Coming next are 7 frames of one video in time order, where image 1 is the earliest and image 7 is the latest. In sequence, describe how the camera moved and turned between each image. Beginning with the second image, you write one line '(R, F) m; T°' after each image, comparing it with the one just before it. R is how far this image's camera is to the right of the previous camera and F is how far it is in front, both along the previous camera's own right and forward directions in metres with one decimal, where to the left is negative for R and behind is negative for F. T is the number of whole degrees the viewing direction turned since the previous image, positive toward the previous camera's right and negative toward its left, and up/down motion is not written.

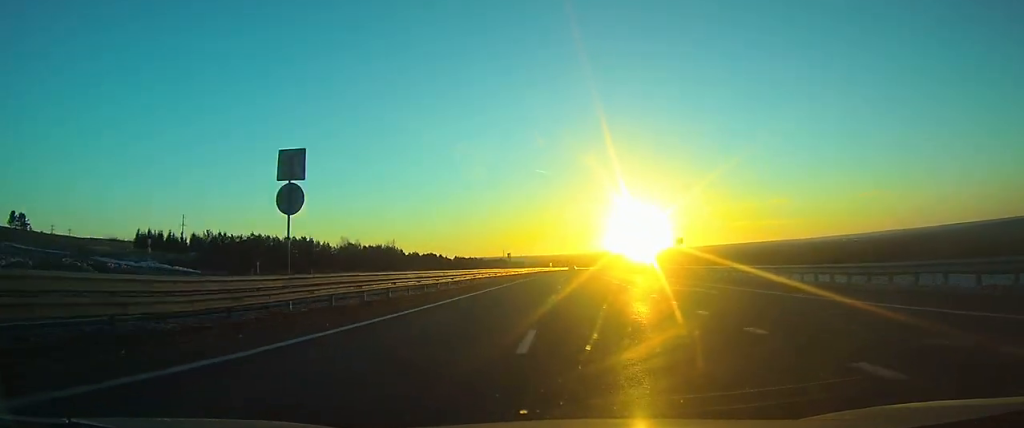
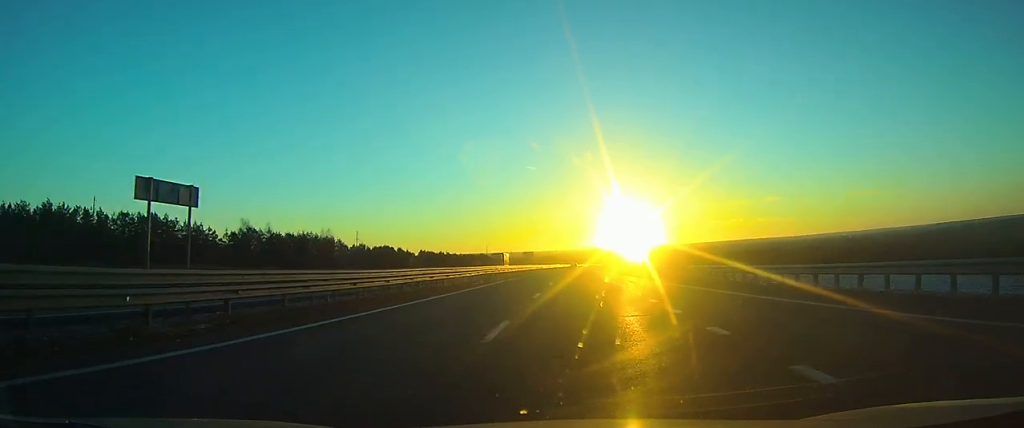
(+0.2, +63.9) m; +1°
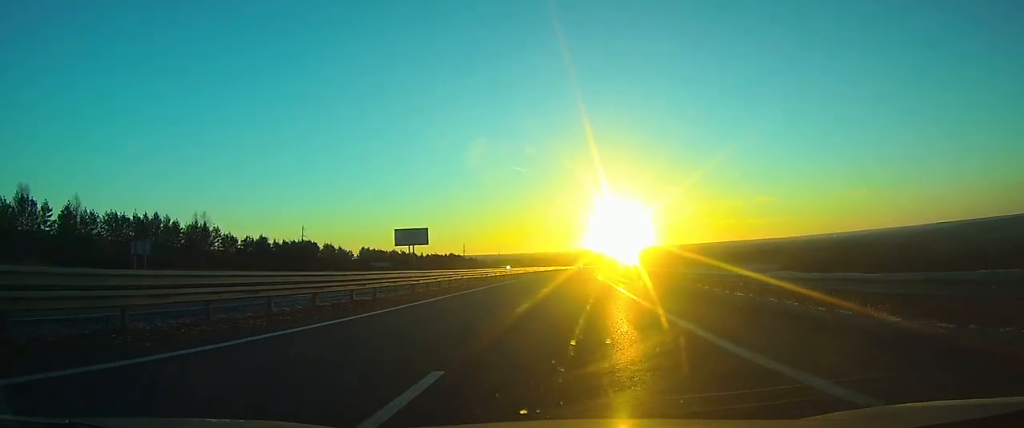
(+0.5, +67.5) m; +1°
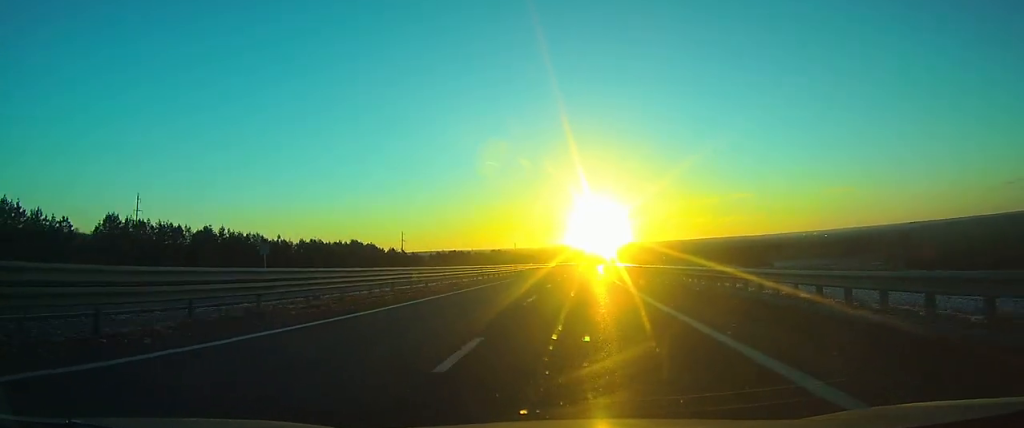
(+1.9, +118.7) m; +2°
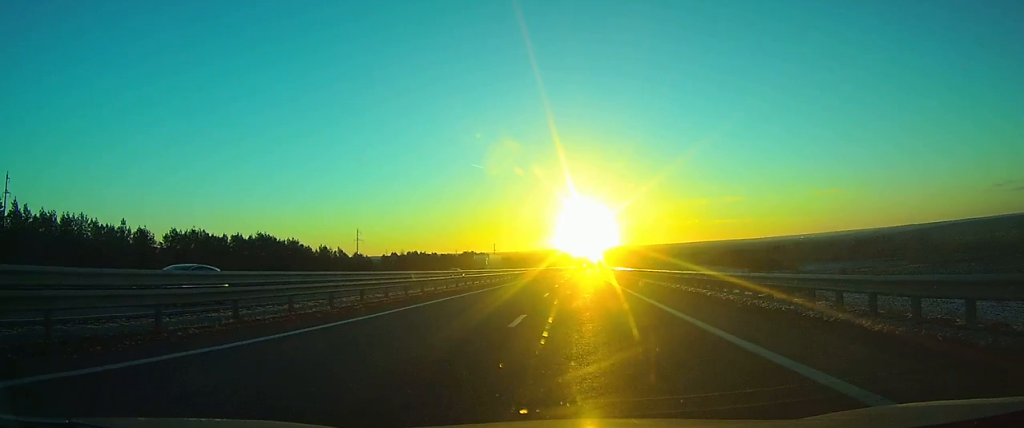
(+0.8, +57.3) m; +2°
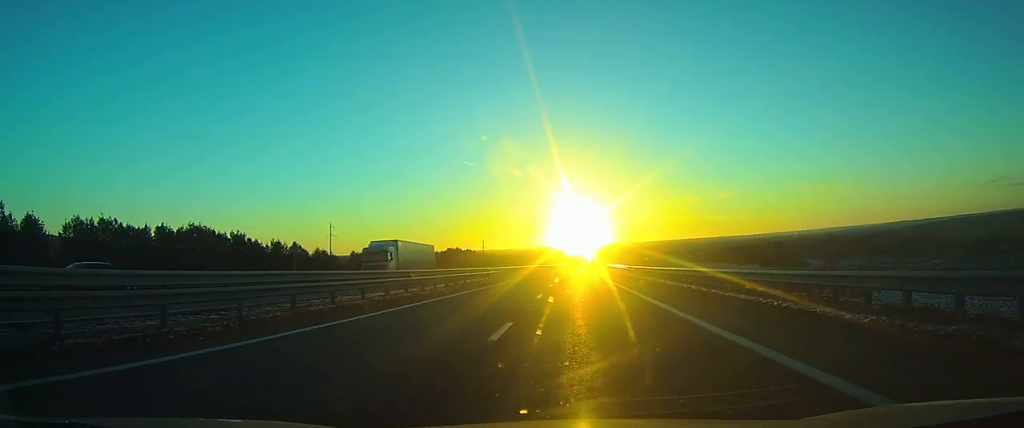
(+0.3, +26.8) m; +1°
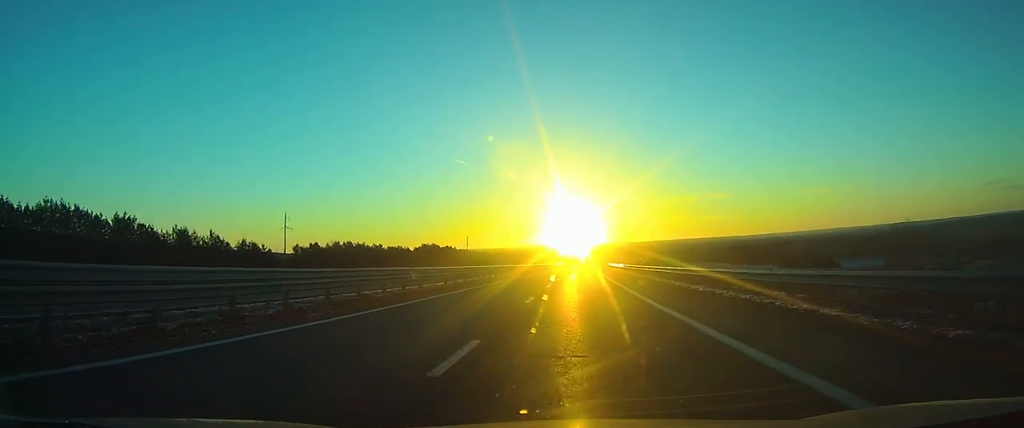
(+0.3, +38.7) m; +1°
